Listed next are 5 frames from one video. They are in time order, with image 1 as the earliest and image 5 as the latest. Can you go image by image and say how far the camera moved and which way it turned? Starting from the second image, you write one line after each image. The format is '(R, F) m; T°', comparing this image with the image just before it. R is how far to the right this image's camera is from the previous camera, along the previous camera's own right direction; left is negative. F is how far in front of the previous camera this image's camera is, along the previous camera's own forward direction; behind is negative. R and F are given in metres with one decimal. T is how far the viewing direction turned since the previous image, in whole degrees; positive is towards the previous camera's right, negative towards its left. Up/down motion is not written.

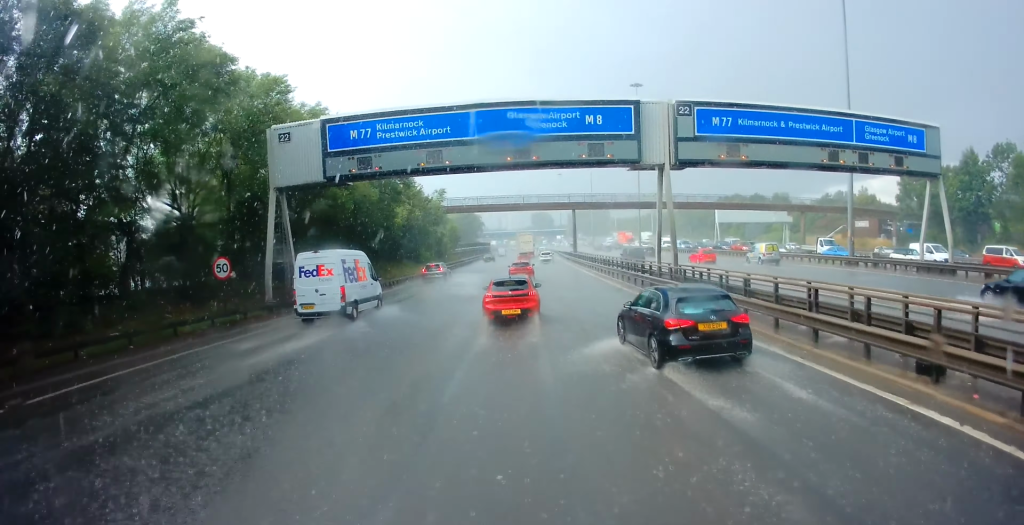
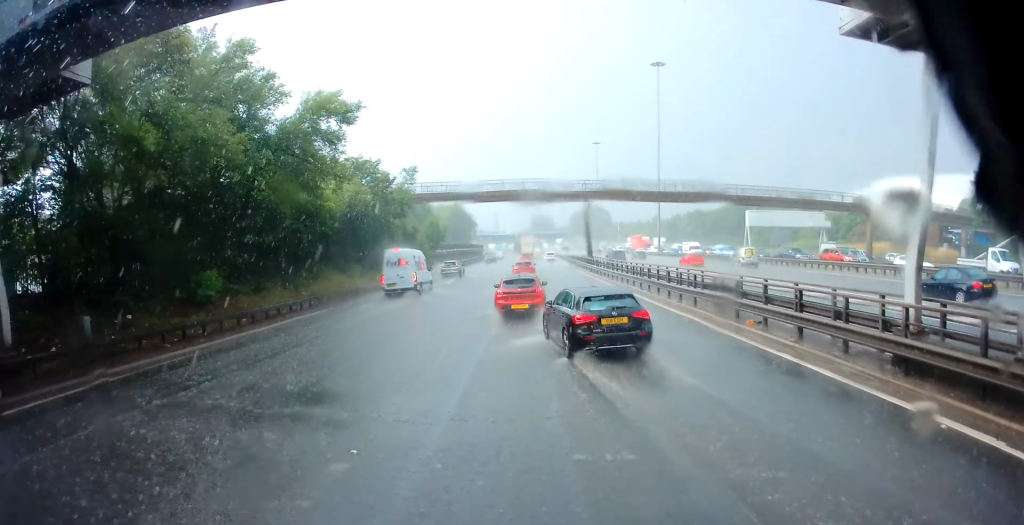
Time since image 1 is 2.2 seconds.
(+0.5, +19.0) m; +4°
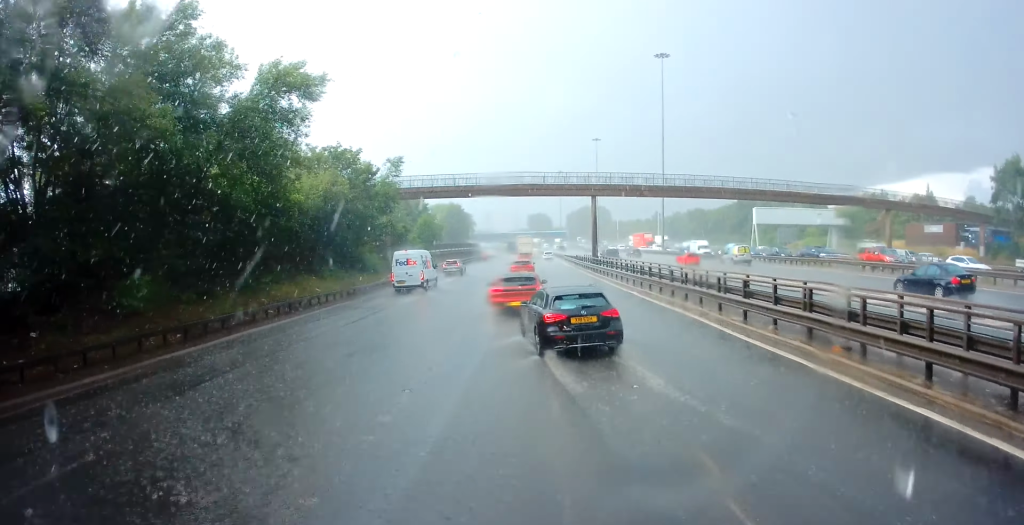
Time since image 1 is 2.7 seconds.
(+0.2, +4.8) m; -1°
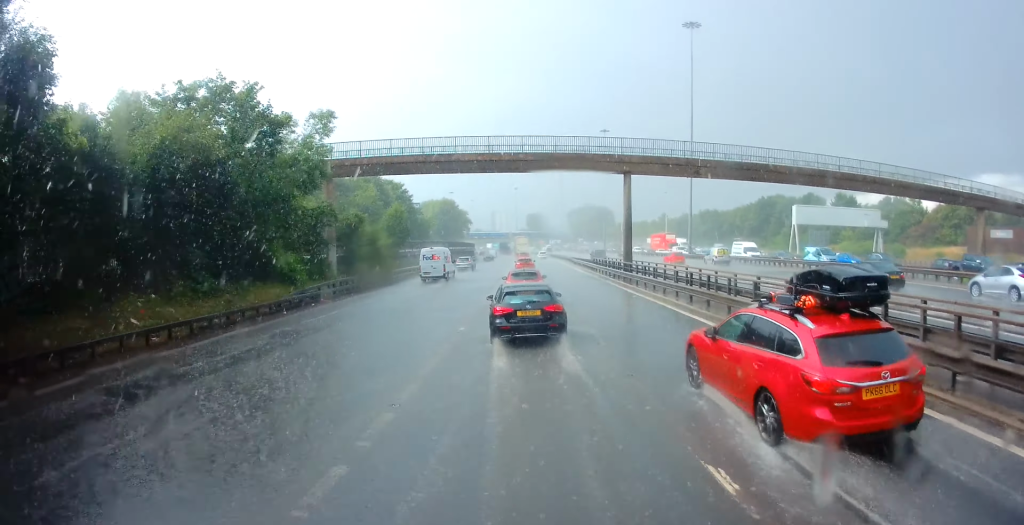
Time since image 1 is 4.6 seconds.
(-0.9, +16.9) m; -3°
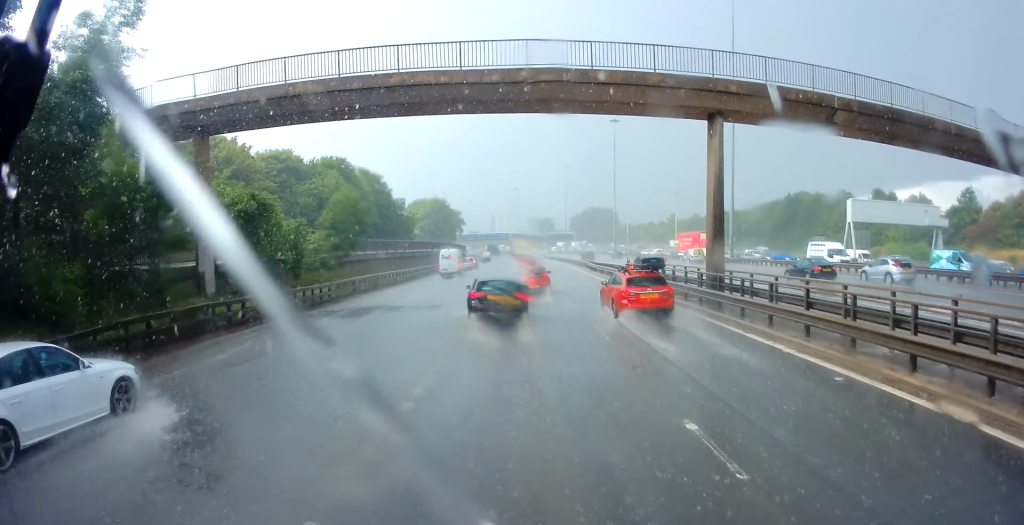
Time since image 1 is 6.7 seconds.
(+0.2, +17.7) m; +1°
